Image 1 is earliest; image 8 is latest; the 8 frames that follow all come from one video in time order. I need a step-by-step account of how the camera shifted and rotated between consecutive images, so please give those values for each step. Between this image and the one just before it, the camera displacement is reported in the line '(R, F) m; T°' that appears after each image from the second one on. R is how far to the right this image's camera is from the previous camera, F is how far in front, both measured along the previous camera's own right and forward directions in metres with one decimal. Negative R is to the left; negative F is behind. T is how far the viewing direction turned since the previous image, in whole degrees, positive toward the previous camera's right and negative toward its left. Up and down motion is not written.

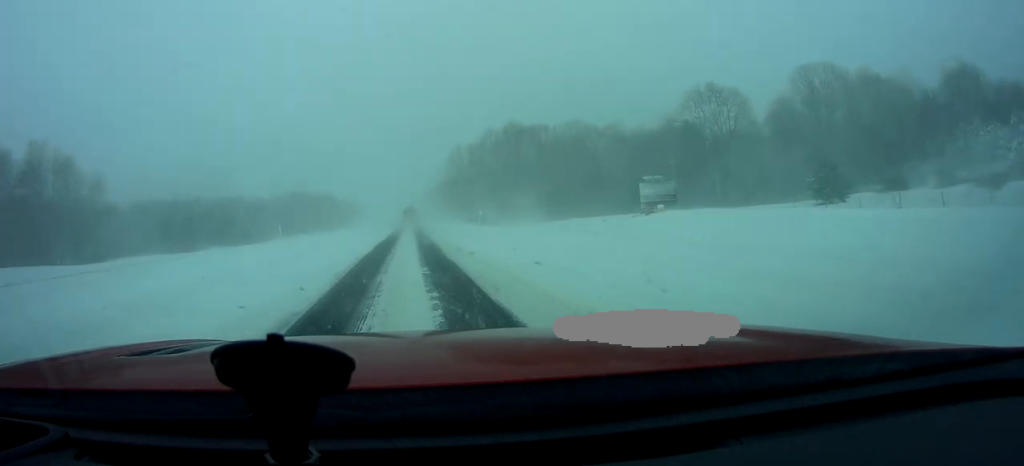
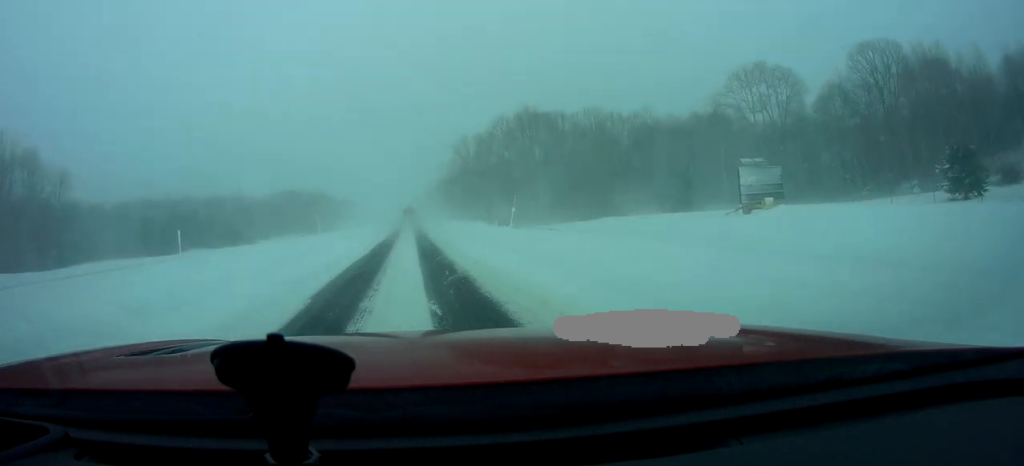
(-0.1, +14.5) m; +1°
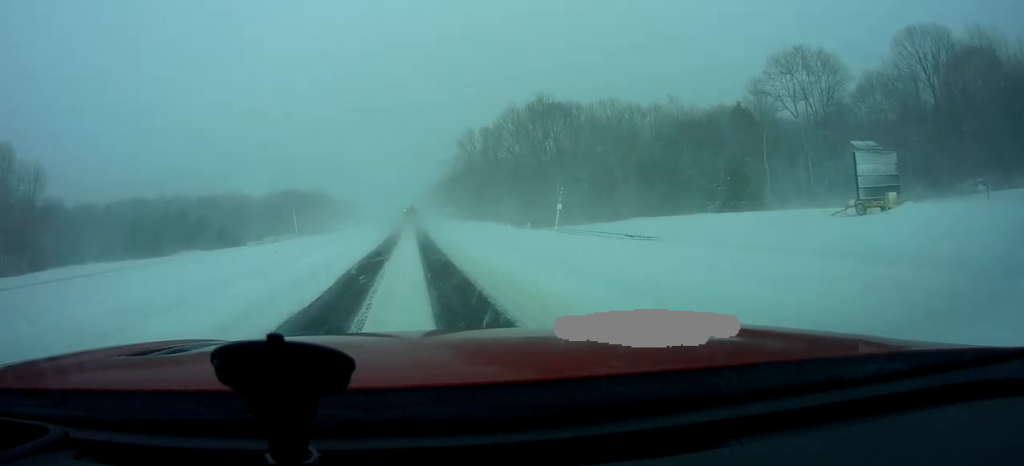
(+0.2, +9.6) m; 0°
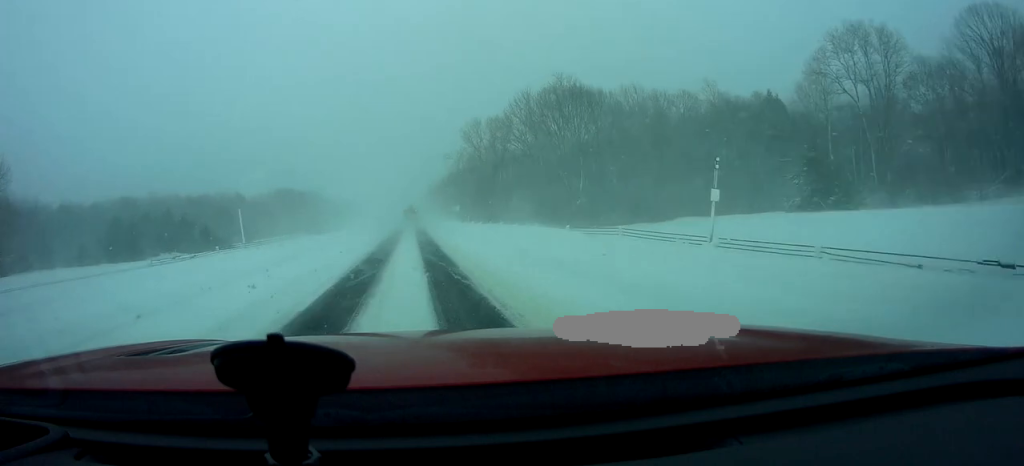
(+0.3, +11.8) m; 0°
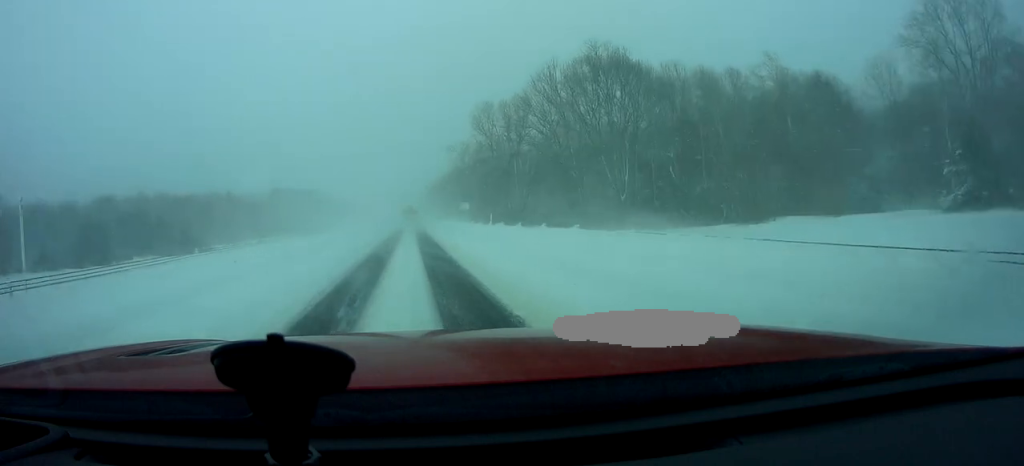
(-0.3, +15.4) m; -1°
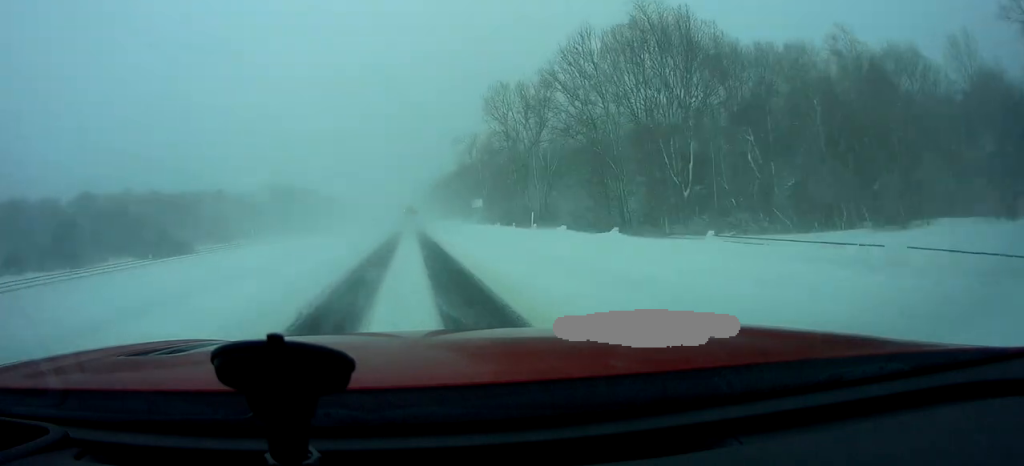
(-0.1, +12.5) m; -1°
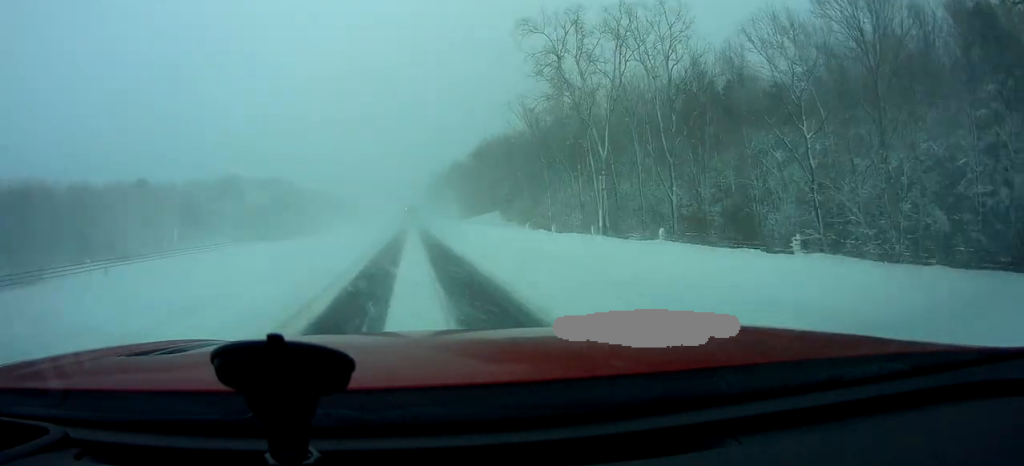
(+1.5, +70.5) m; +2°
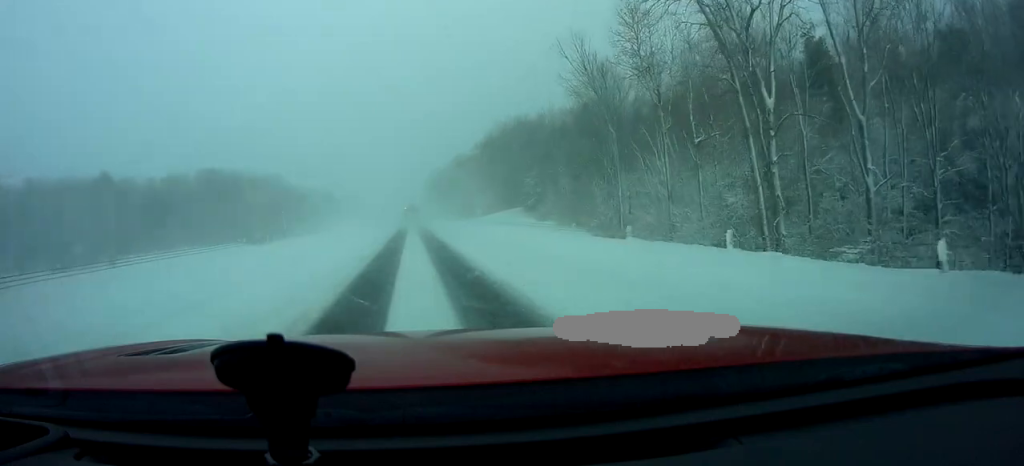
(-0.2, +22.4) m; -1°
